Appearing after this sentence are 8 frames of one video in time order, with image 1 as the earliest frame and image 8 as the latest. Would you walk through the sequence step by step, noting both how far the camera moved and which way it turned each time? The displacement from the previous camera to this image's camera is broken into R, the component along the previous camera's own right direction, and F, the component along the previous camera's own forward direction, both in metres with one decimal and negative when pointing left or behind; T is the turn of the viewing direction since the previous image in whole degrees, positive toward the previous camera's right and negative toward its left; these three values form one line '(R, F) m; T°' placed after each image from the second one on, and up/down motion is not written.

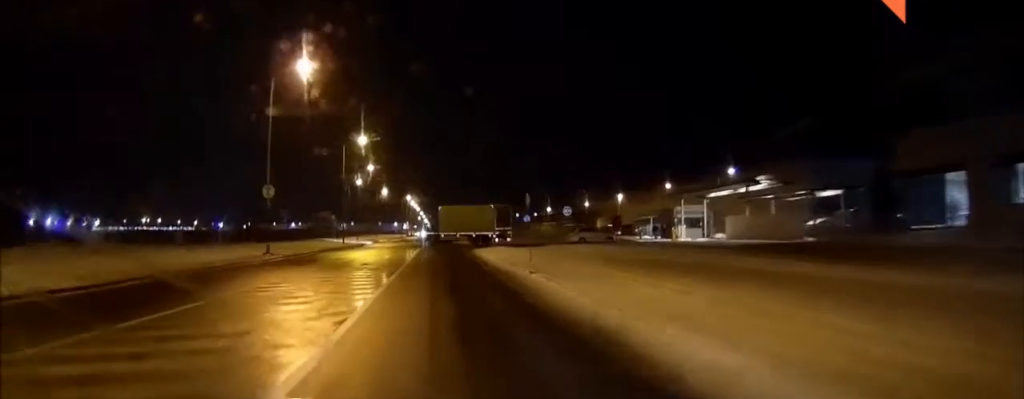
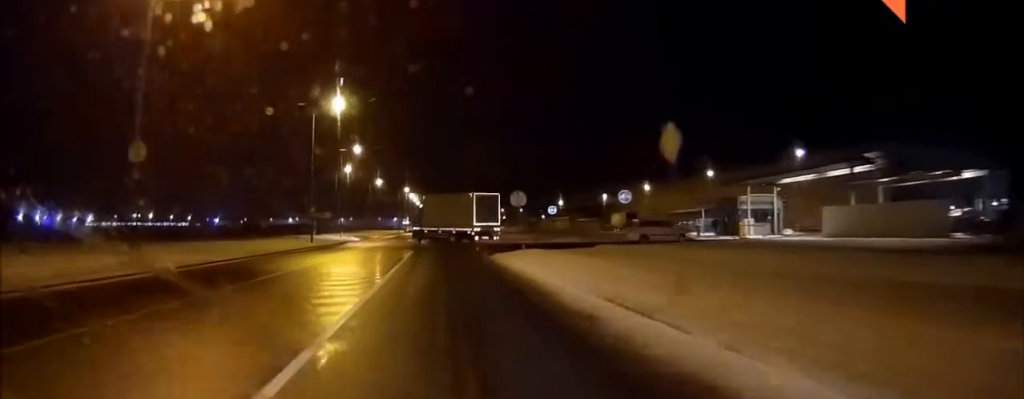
(0.0, +17.4) m; 0°
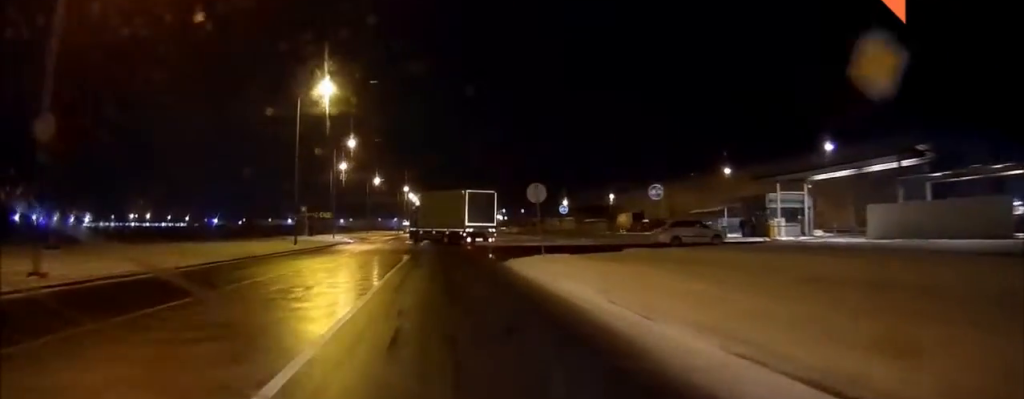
(0.0, +5.7) m; 0°
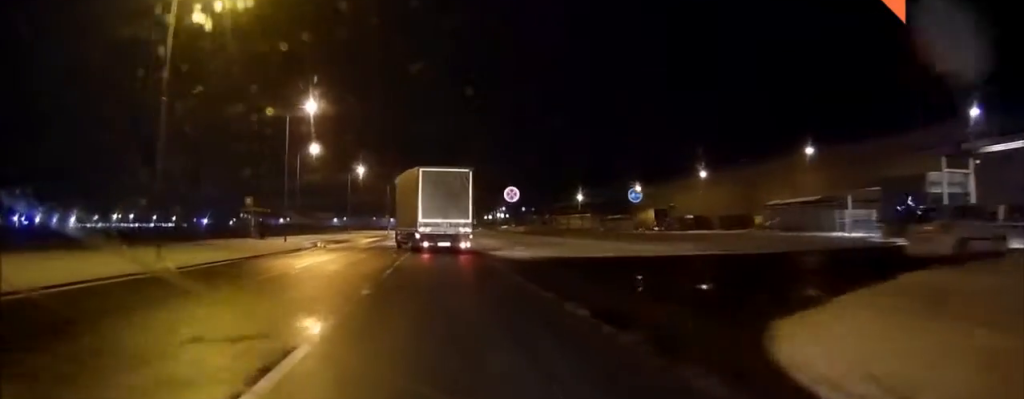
(0.0, +22.0) m; +1°
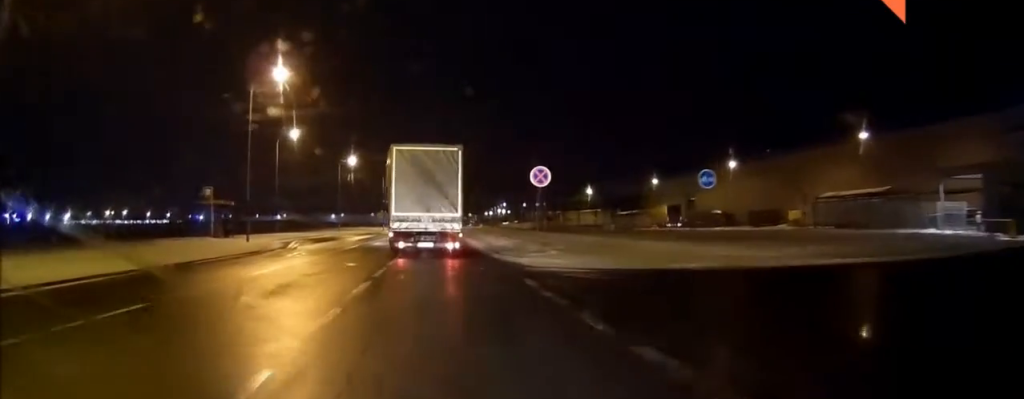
(+0.1, +10.2) m; 0°
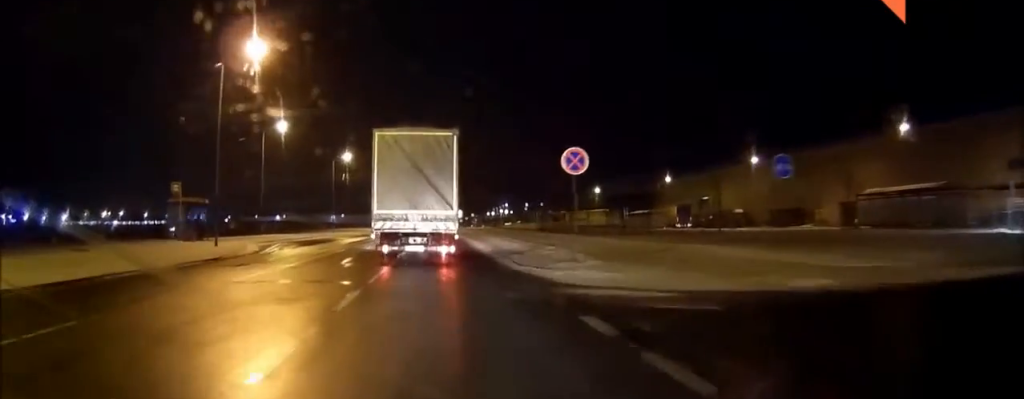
(0.0, +5.9) m; 0°
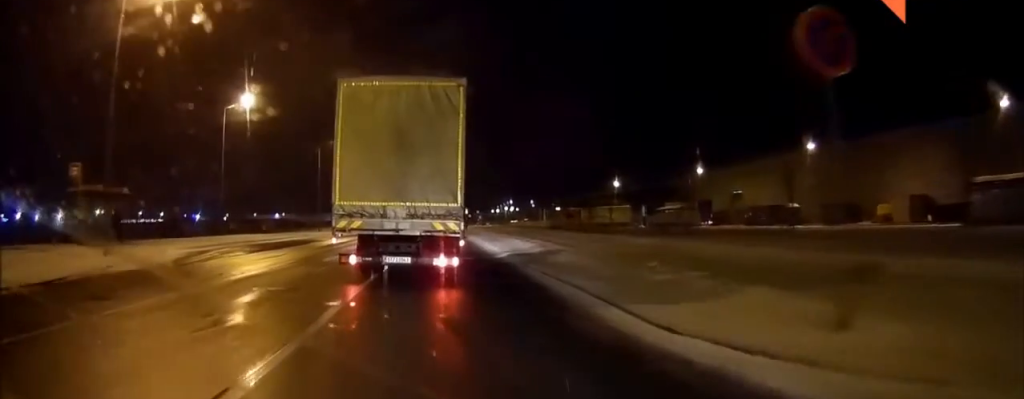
(0.0, +13.0) m; 0°
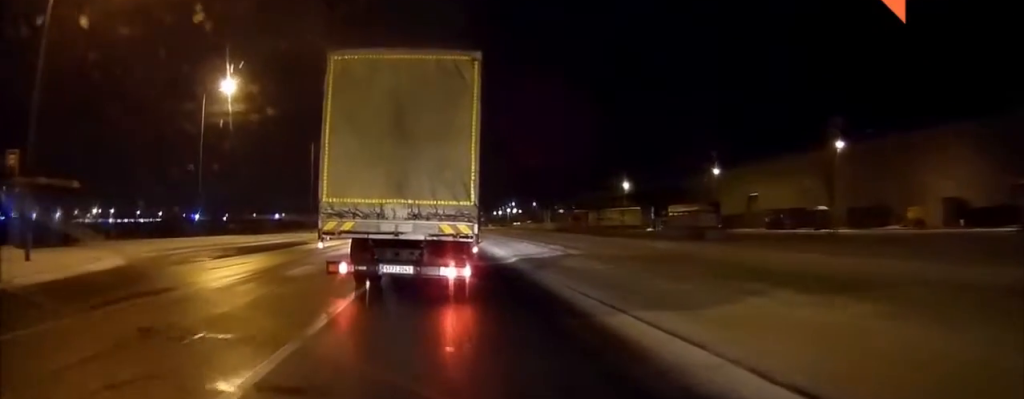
(0.0, +5.3) m; 0°
